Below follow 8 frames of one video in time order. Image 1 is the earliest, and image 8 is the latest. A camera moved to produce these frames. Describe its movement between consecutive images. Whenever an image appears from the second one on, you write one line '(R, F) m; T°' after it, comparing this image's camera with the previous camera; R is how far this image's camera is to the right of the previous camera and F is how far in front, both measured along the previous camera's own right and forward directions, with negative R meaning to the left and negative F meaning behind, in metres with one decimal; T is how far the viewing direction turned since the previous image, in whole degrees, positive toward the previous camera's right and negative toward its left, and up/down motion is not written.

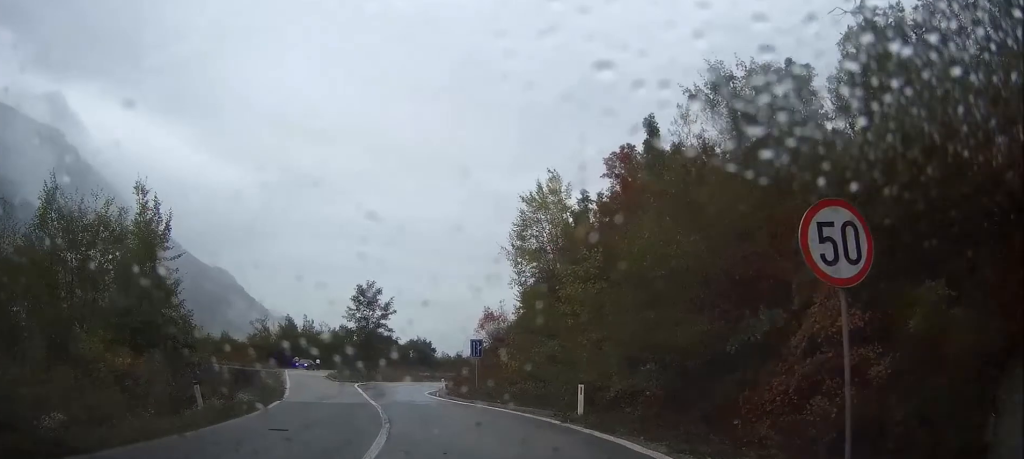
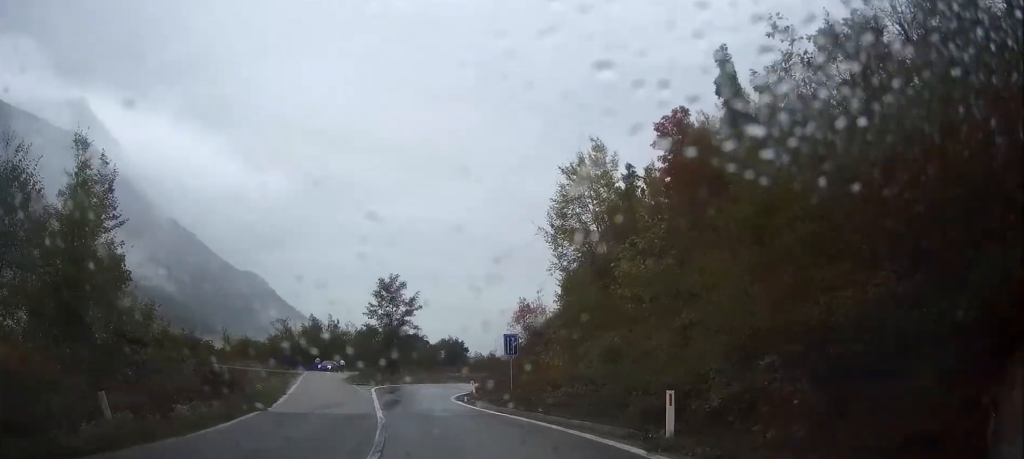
(-0.2, +5.0) m; -2°
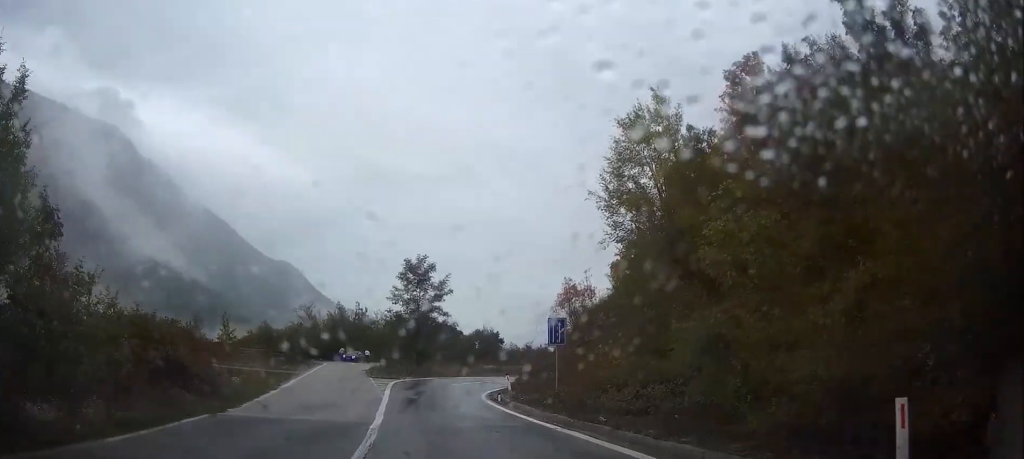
(-0.2, +5.2) m; -2°
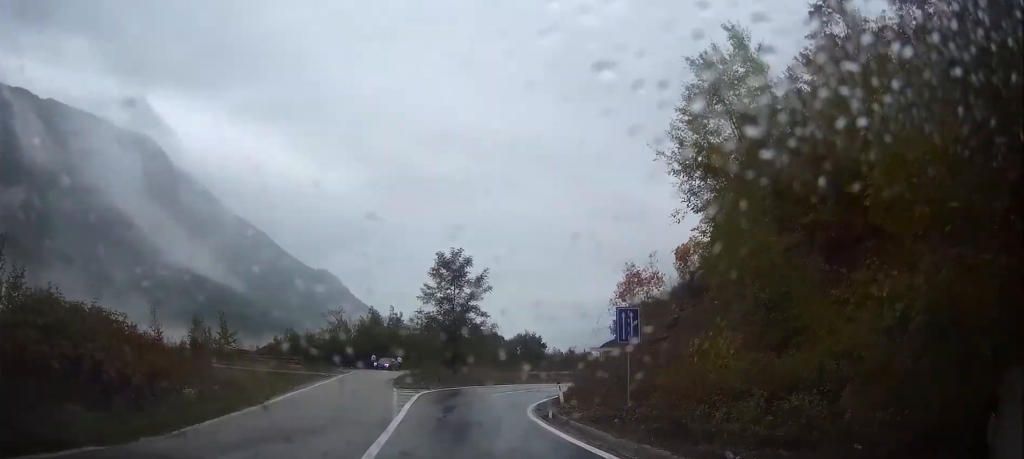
(-0.1, +5.5) m; -1°
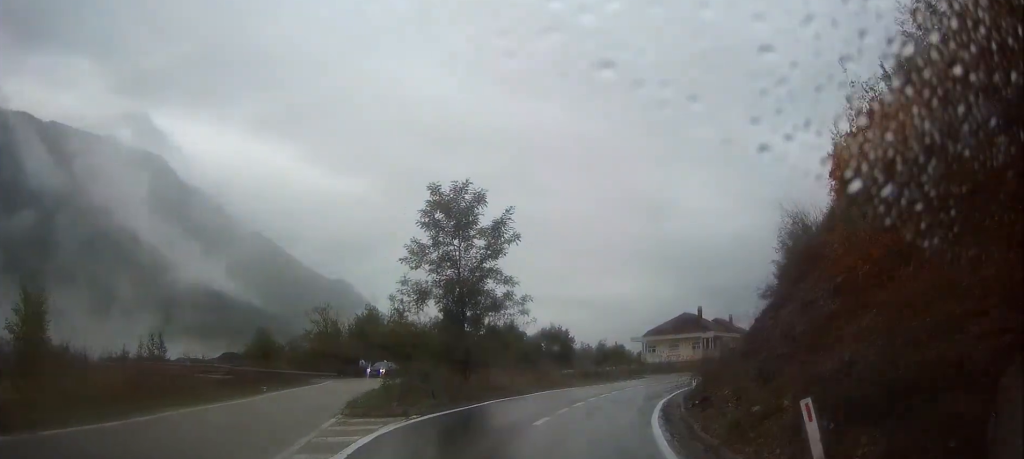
(0.0, +16.3) m; +4°
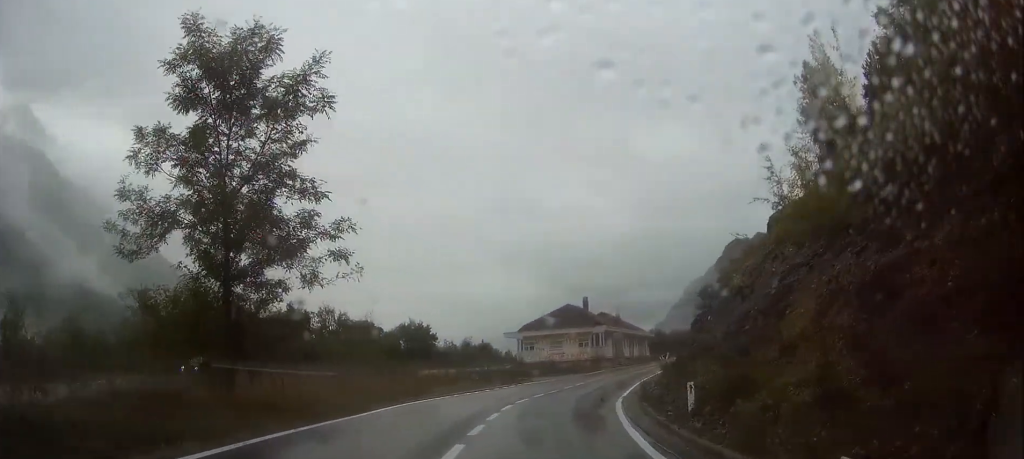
(+1.2, +13.2) m; +11°
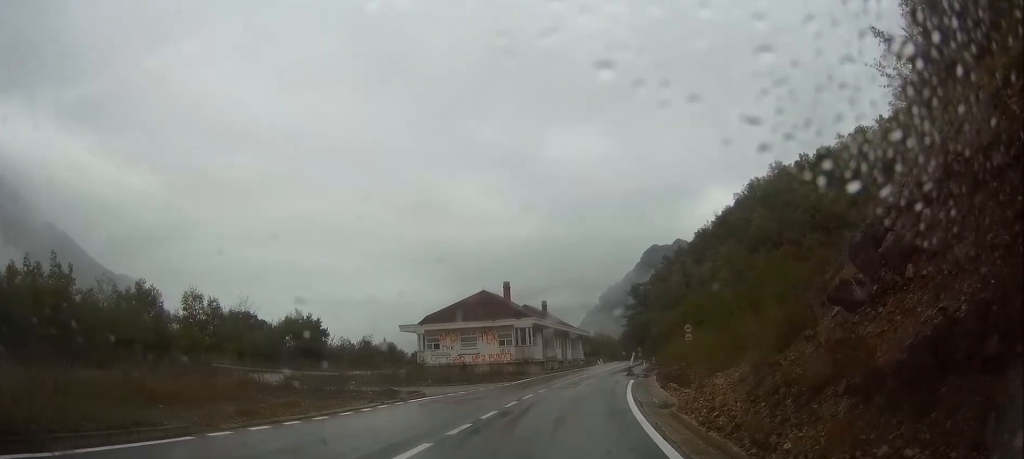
(+1.2, +17.6) m; +7°
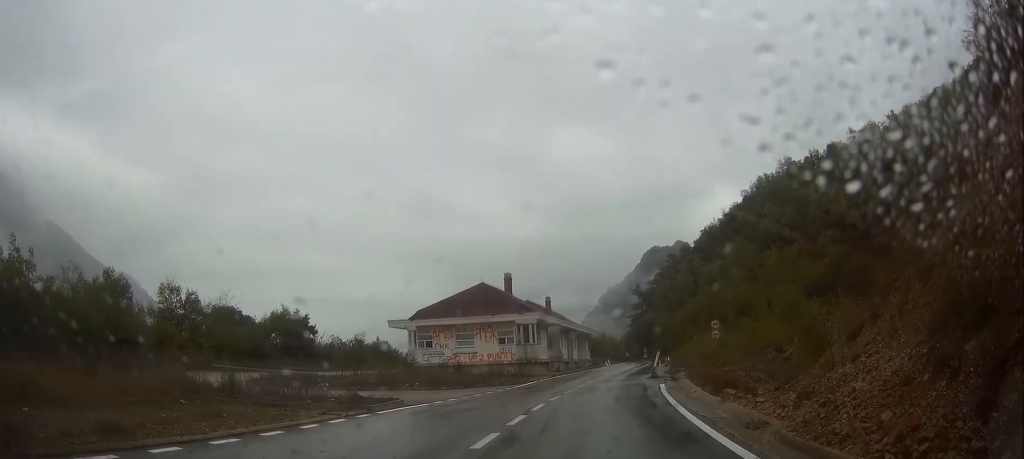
(0.0, +5.8) m; +3°
